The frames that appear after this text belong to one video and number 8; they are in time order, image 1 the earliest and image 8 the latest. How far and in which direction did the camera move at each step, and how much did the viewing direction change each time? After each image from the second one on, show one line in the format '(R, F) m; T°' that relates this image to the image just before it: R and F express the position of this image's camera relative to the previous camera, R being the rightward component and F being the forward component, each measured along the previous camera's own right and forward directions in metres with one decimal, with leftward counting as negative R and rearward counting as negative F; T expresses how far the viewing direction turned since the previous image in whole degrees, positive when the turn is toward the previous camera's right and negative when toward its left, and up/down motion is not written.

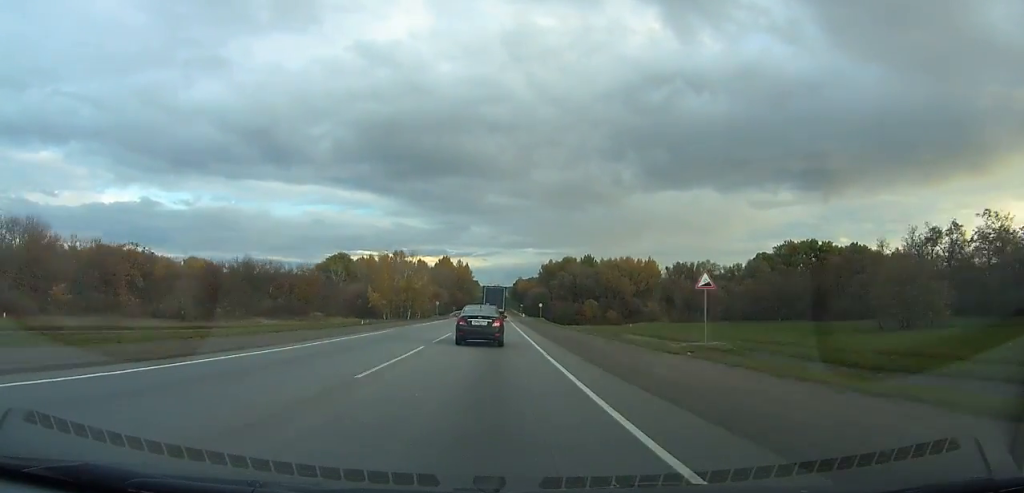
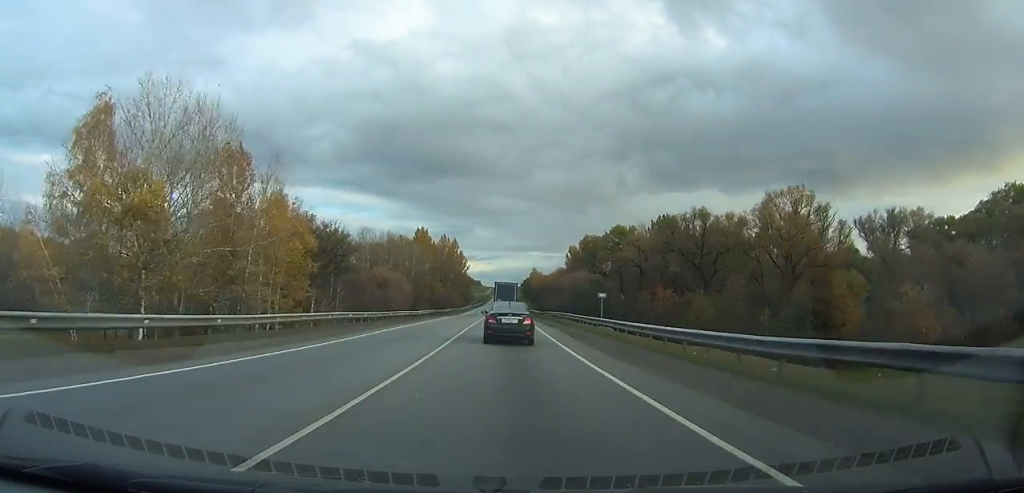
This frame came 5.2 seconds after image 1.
(-0.7, +116.0) m; -1°
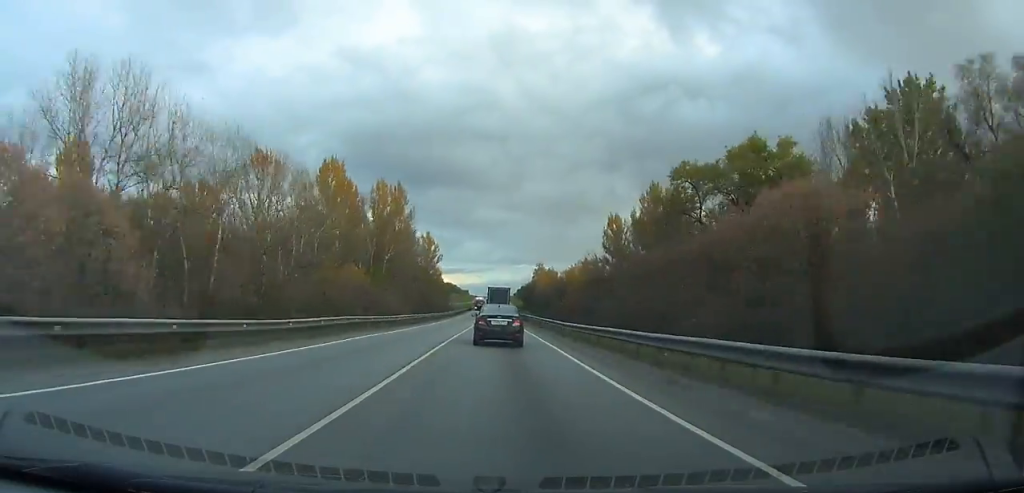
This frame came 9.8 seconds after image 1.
(0.0, +108.0) m; 0°
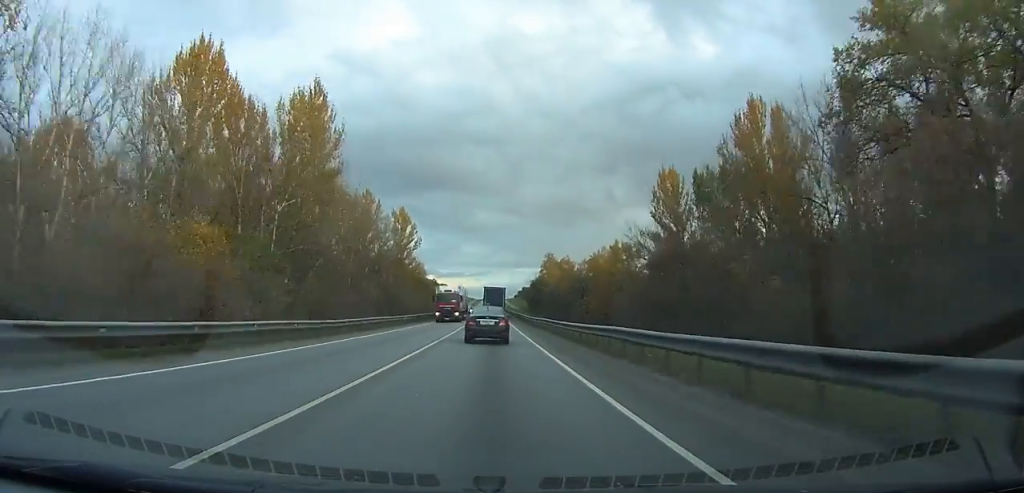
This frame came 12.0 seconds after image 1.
(+0.1, +52.5) m; 0°
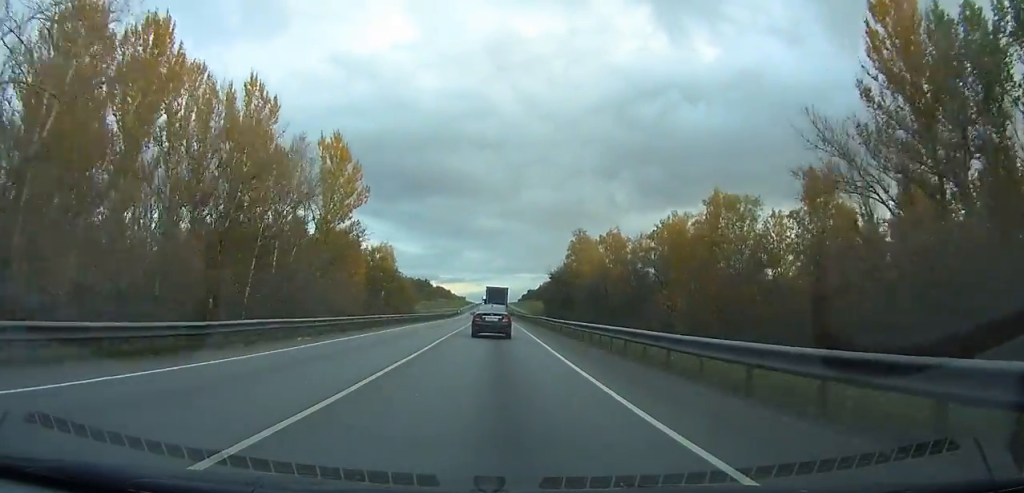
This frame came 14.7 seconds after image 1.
(+0.1, +64.3) m; 0°
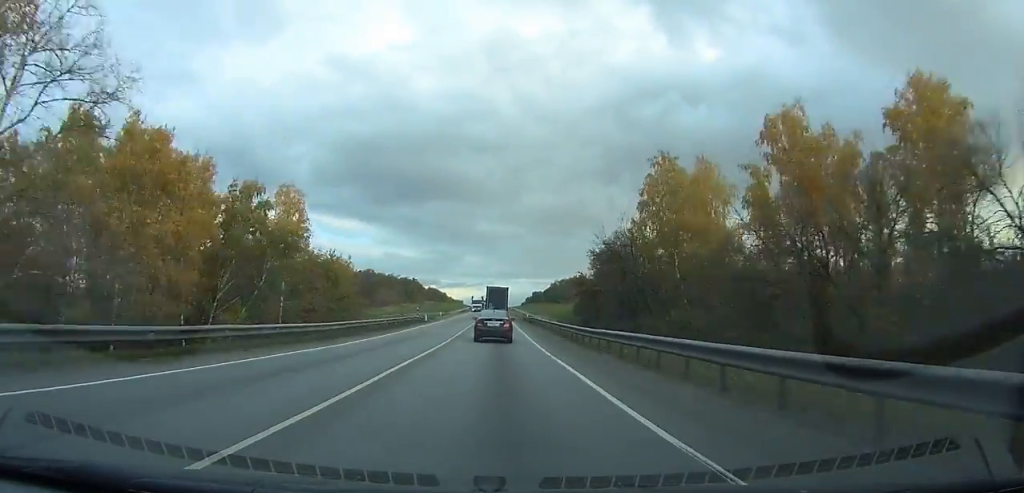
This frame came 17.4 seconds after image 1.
(-0.1, +60.8) m; 0°
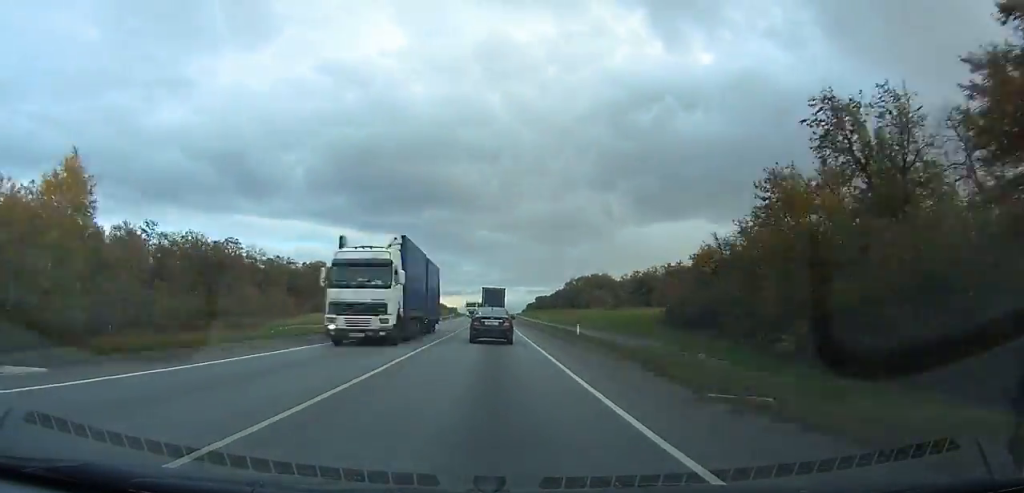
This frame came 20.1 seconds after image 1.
(0.0, +60.7) m; 0°
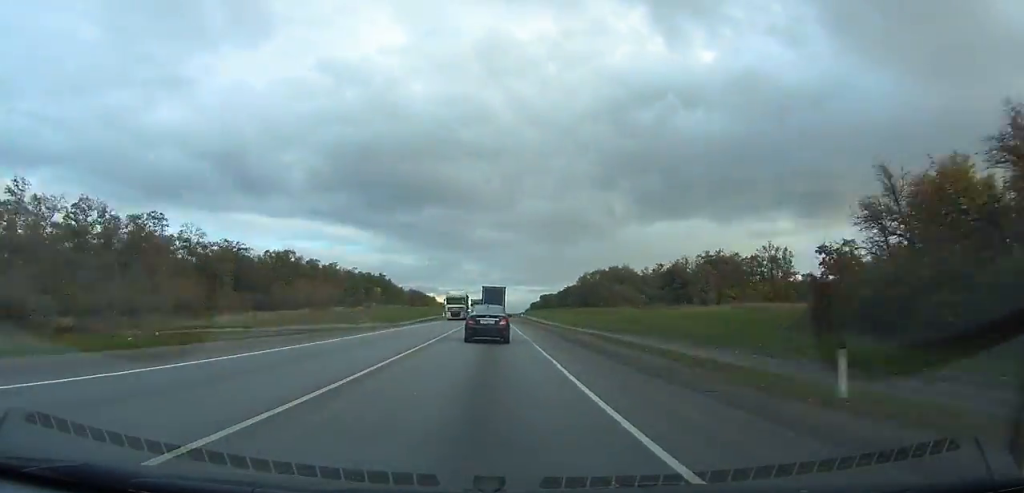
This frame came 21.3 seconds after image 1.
(0.0, +26.9) m; 0°
